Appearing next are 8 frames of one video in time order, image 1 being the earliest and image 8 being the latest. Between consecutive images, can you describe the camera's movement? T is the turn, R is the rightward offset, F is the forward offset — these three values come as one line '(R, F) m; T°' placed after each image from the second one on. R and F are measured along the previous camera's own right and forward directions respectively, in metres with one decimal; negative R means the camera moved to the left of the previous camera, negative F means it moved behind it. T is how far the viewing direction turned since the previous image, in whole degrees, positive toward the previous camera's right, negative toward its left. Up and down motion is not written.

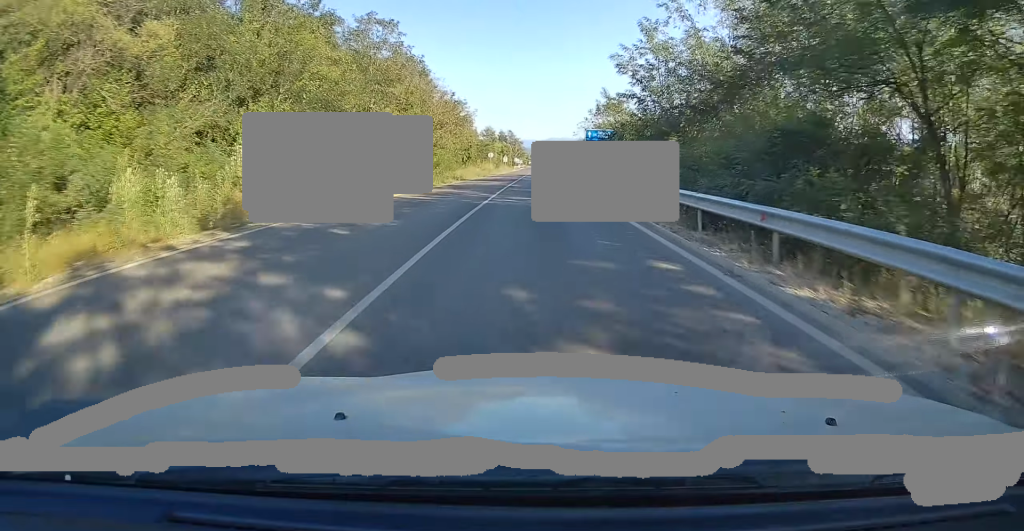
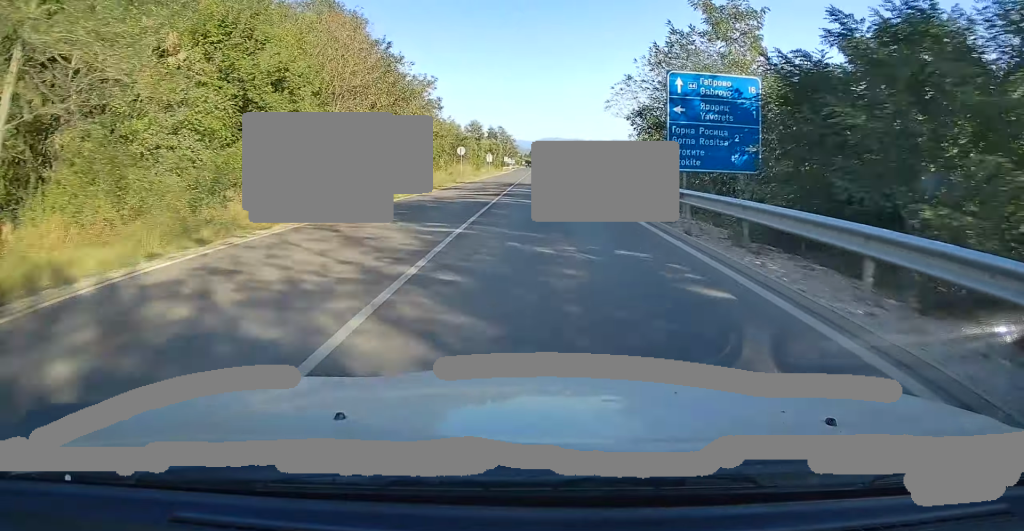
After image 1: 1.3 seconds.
(+0.6, +30.7) m; +2°
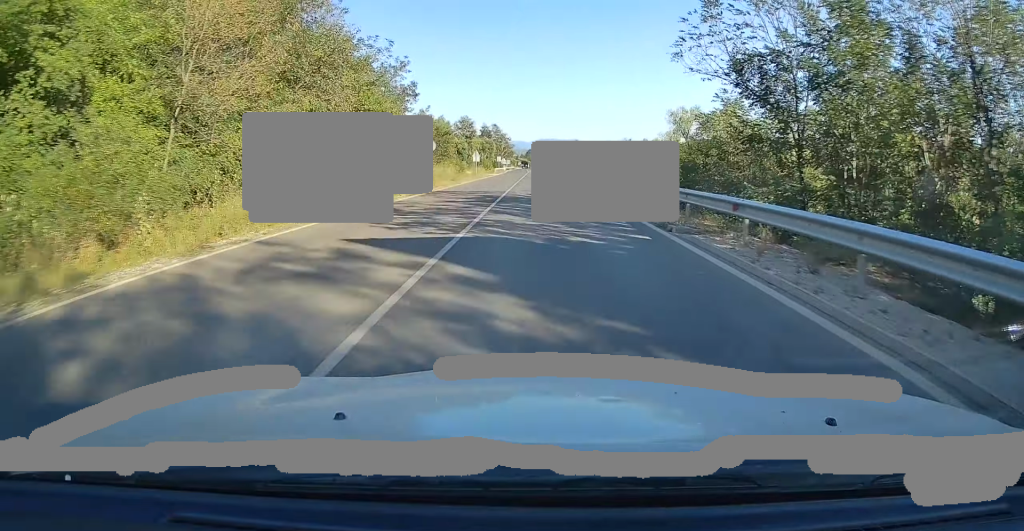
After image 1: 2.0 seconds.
(+0.1, +15.9) m; 0°
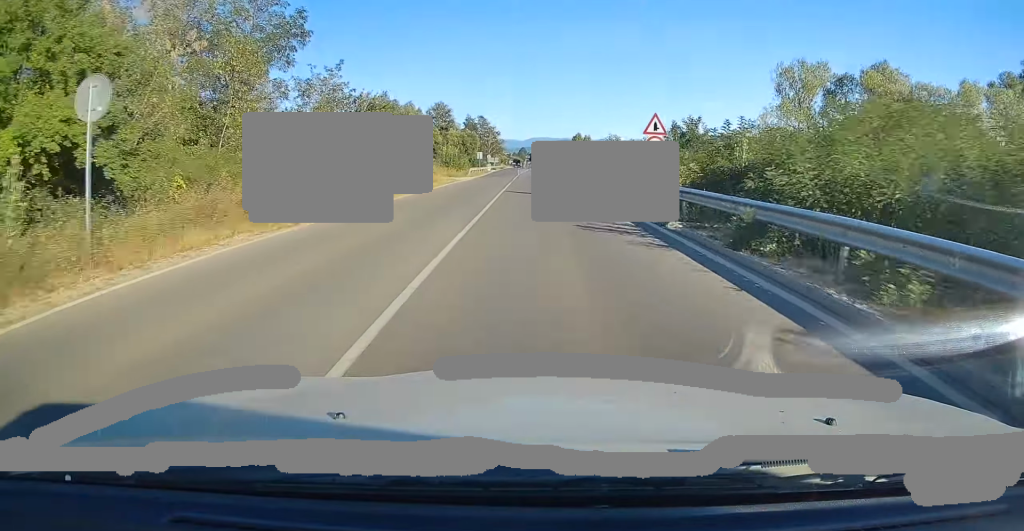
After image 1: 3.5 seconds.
(+0.2, +31.8) m; +1°
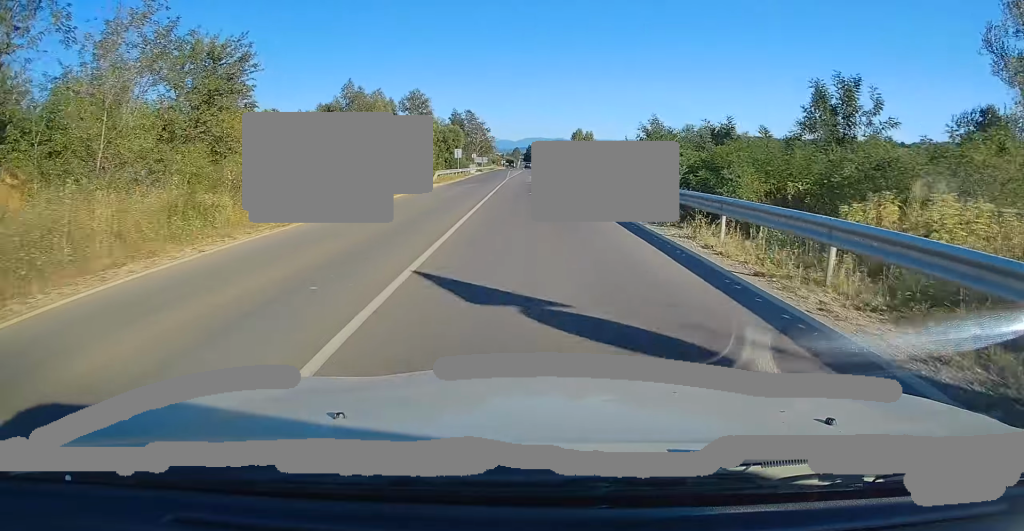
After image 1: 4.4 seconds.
(+0.1, +20.3) m; 0°
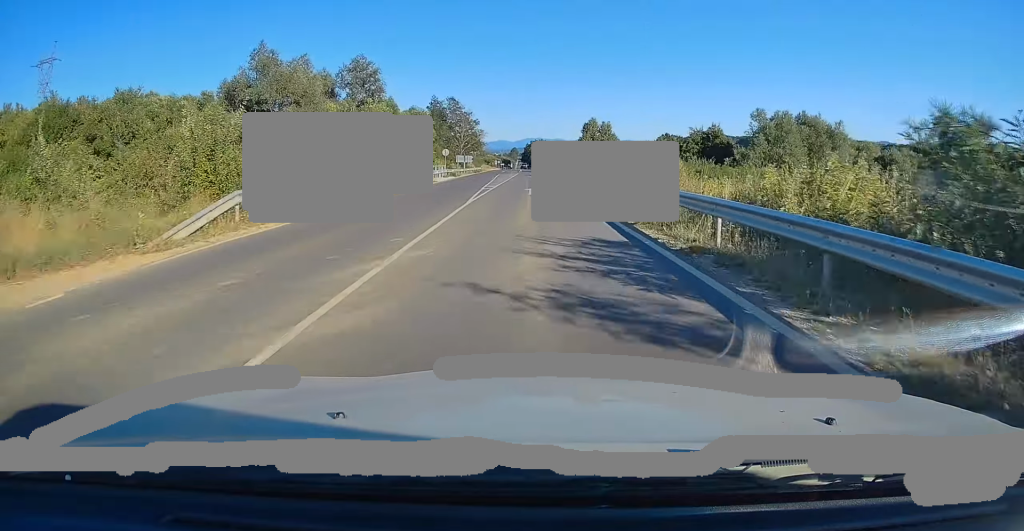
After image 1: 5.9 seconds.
(+0.1, +32.8) m; +1°
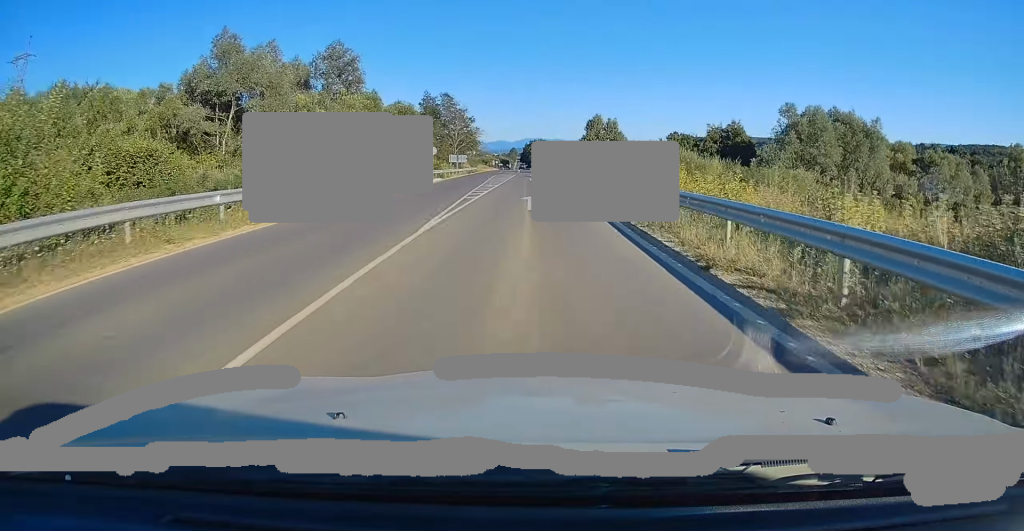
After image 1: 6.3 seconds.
(+0.1, +8.4) m; 0°
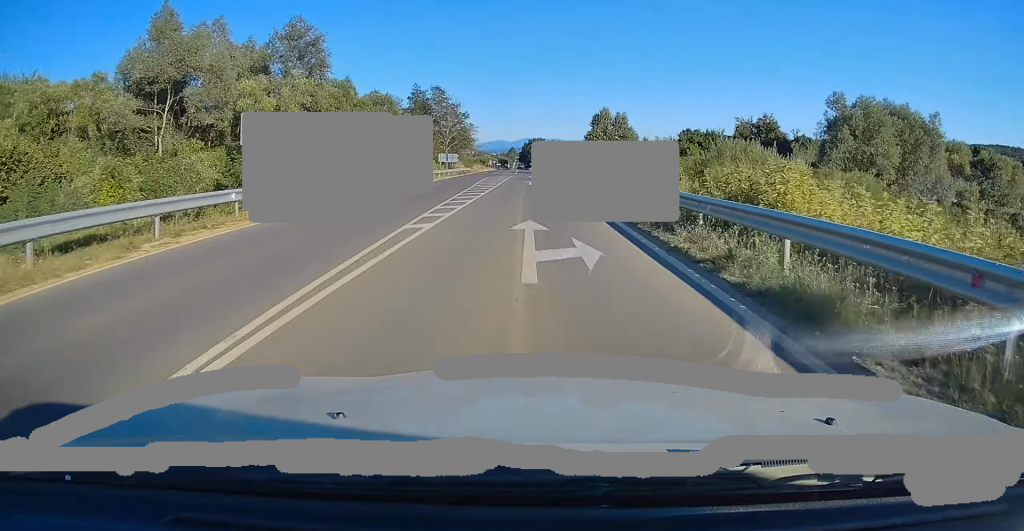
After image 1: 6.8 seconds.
(+0.1, +10.5) m; 0°
